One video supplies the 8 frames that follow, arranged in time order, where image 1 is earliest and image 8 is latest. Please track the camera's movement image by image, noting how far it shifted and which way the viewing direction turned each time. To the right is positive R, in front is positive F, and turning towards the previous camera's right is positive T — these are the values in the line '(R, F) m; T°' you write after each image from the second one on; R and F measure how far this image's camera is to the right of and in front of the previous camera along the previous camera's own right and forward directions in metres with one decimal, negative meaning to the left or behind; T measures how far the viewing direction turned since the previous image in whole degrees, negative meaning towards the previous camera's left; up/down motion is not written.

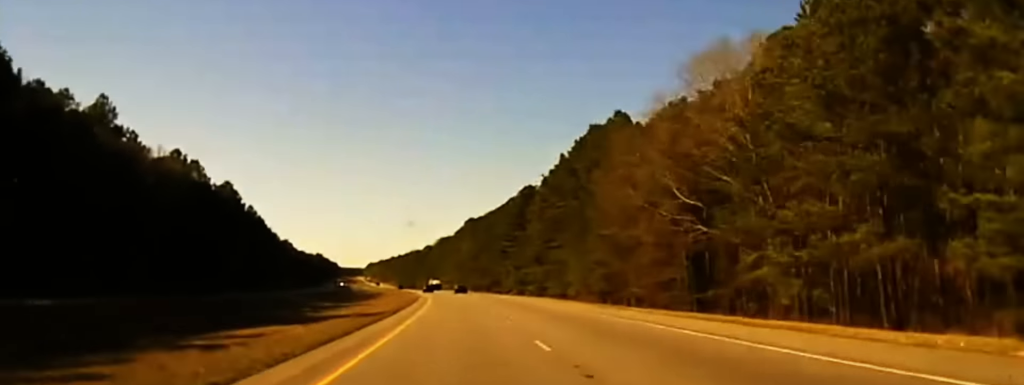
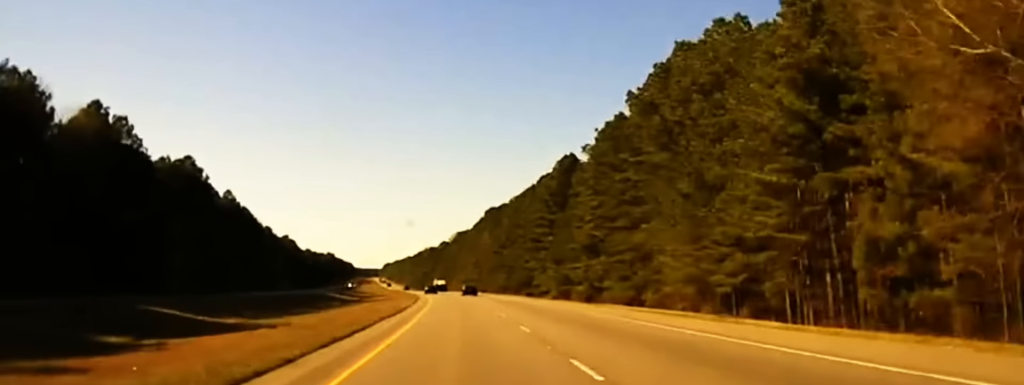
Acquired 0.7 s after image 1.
(-0.7, +41.4) m; -1°
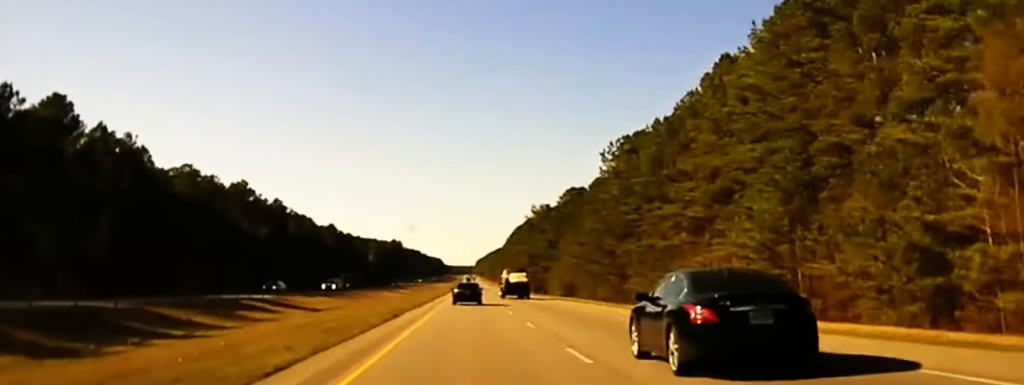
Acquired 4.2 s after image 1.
(-10.9, +196.9) m; -5°
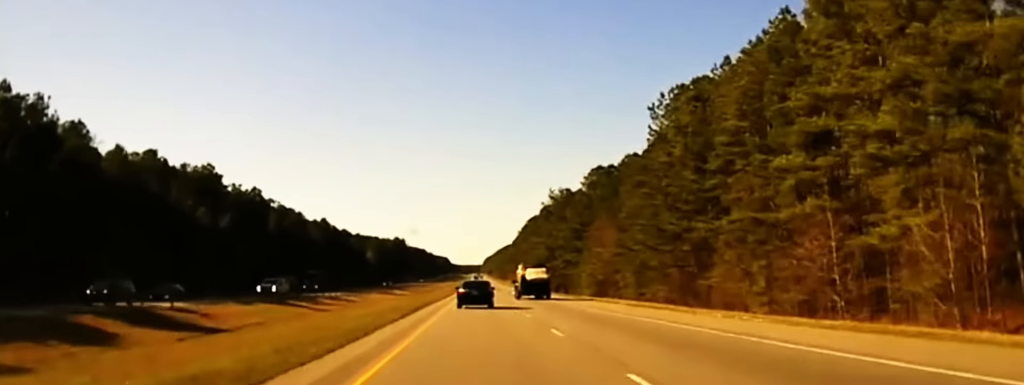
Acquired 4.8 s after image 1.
(+0.2, +26.4) m; 0°
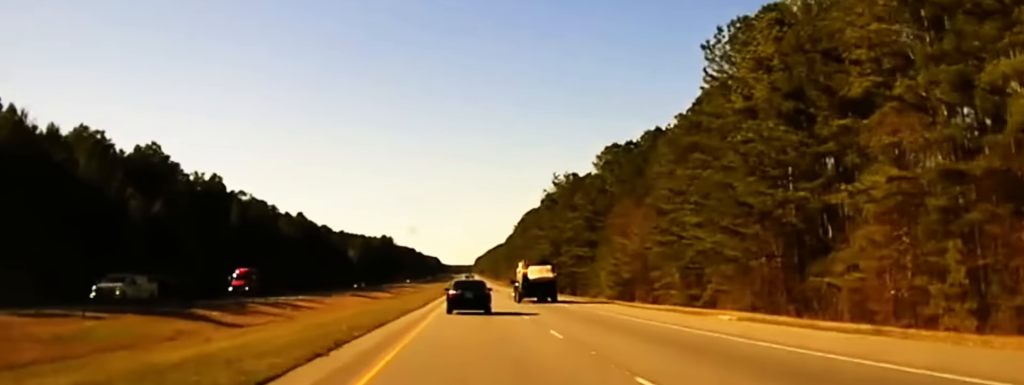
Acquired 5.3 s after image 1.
(0.0, +22.4) m; 0°
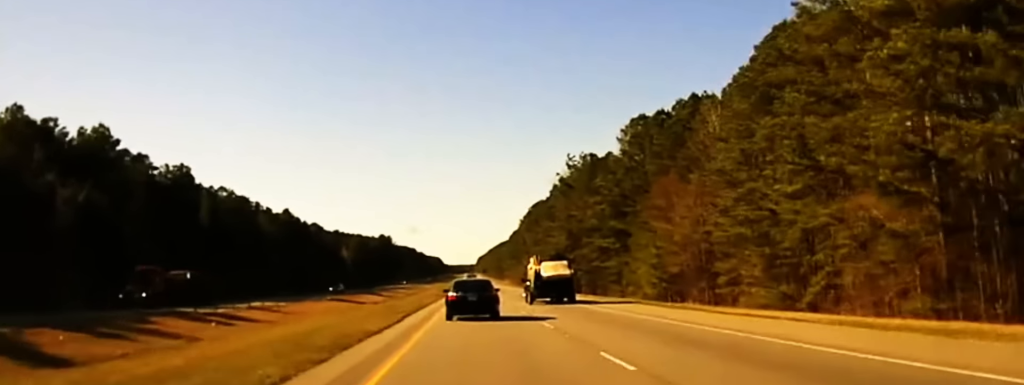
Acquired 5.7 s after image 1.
(0.0, +18.4) m; 0°
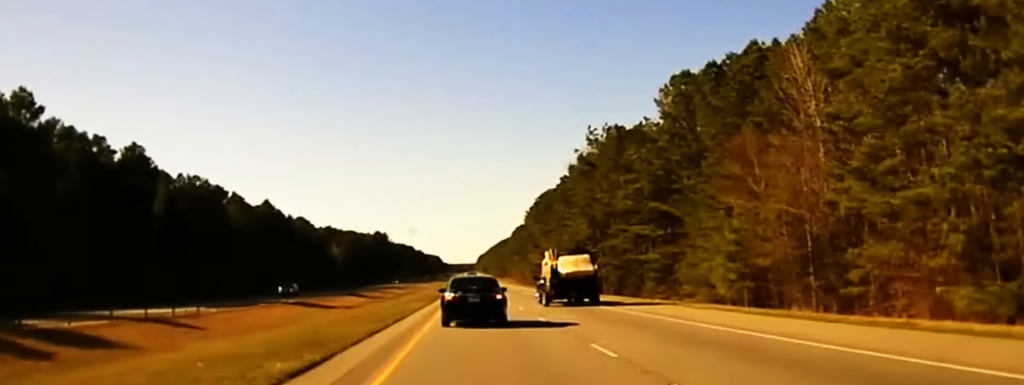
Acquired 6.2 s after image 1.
(0.0, +20.9) m; 0°
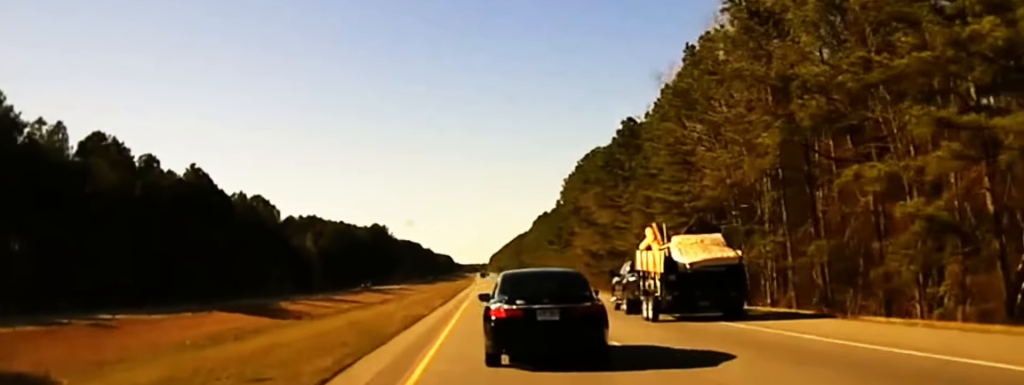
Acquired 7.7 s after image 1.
(-0.3, +60.4) m; 0°
